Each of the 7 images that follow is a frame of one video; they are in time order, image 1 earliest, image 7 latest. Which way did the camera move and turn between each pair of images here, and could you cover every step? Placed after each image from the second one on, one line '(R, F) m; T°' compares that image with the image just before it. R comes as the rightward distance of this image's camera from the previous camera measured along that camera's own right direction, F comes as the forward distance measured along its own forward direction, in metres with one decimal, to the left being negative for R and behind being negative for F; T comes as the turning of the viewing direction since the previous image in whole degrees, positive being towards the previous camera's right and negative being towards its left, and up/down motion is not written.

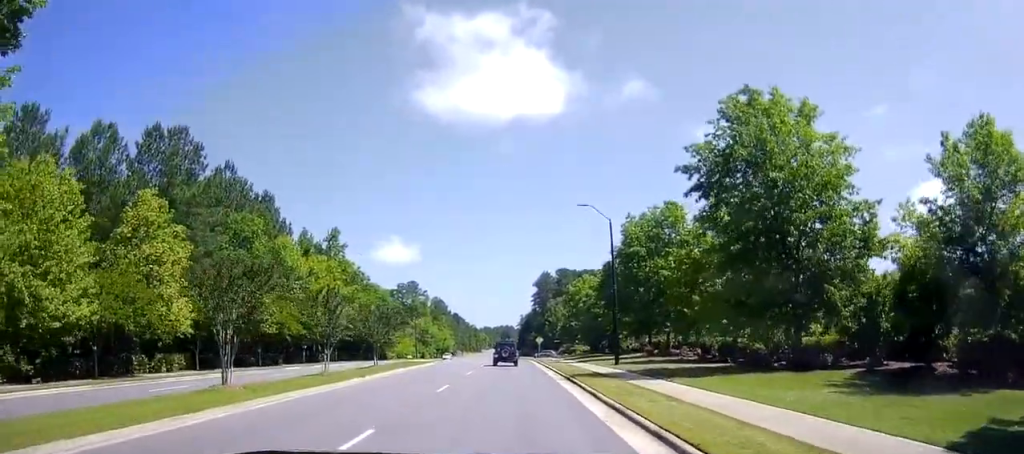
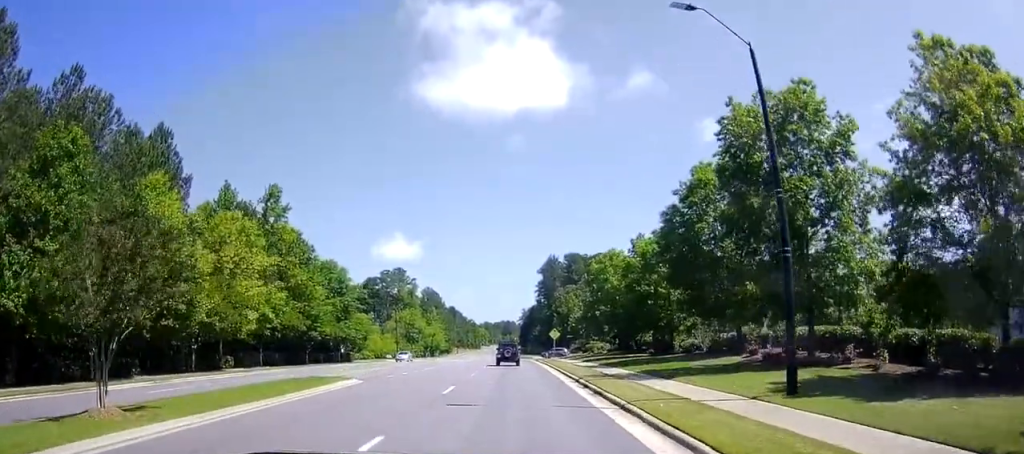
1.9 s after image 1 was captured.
(0.0, +23.7) m; 0°
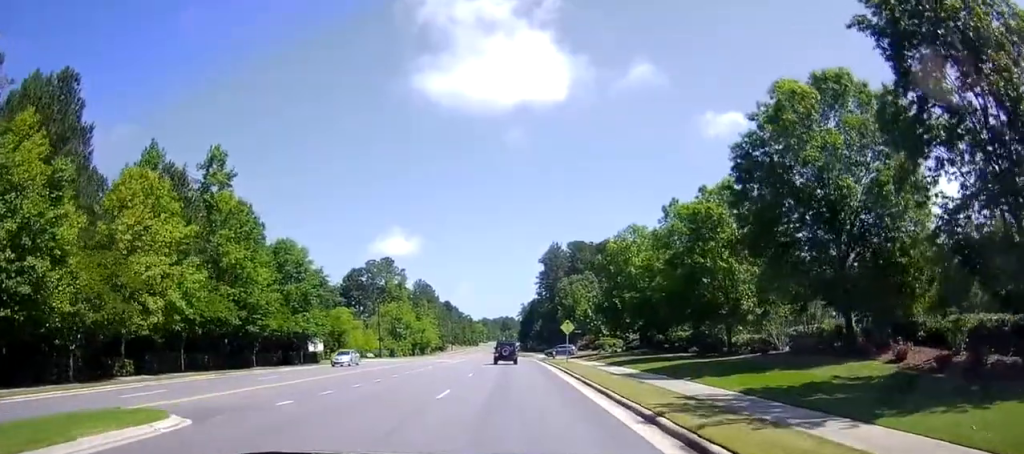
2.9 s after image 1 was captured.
(0.0, +13.3) m; +1°
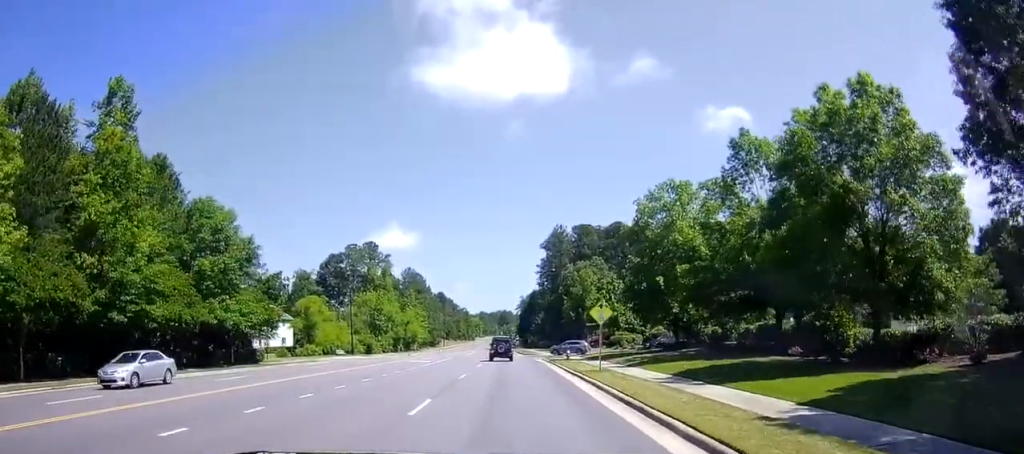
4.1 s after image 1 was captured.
(+0.2, +16.3) m; 0°
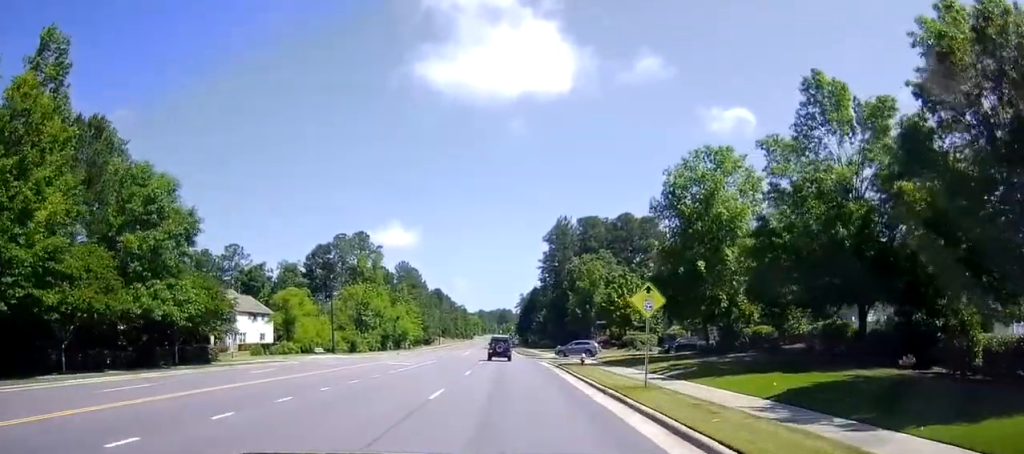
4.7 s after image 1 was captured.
(+0.2, +8.9) m; -1°
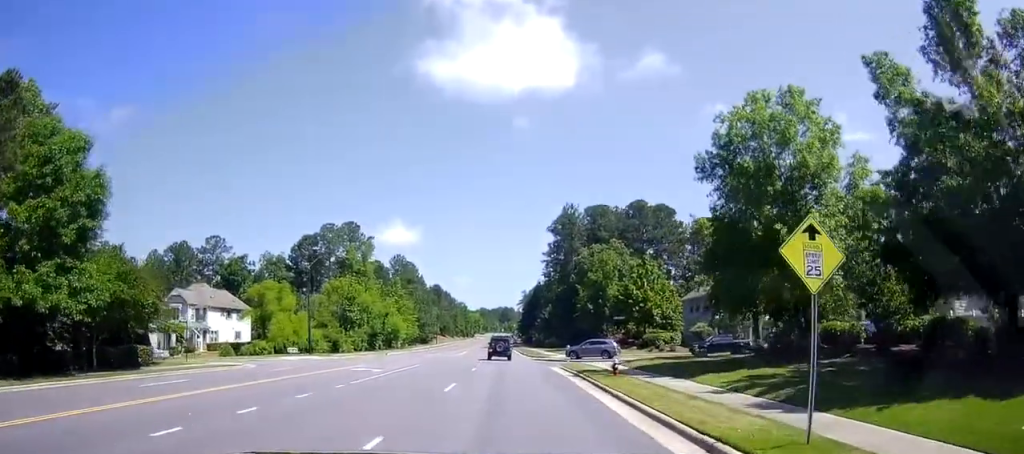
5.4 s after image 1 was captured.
(-0.6, +9.8) m; 0°
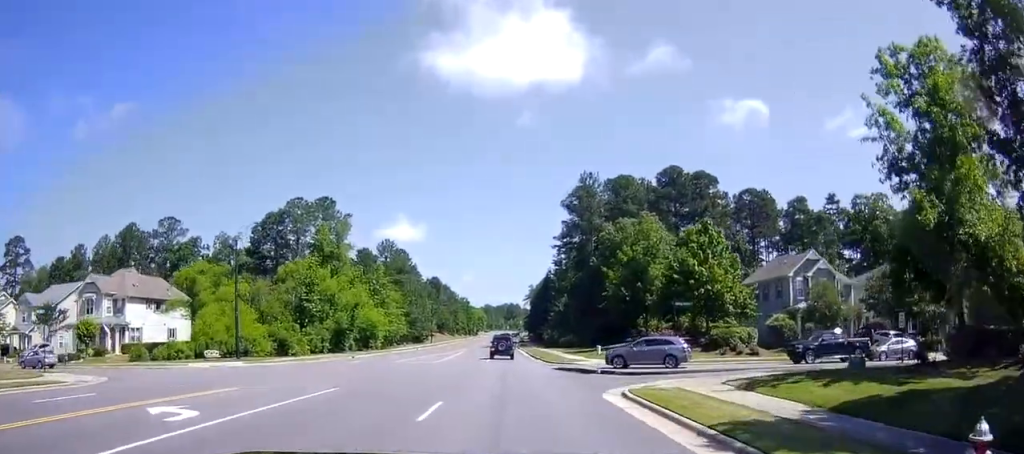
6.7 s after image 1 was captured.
(+0.6, +19.4) m; +1°
